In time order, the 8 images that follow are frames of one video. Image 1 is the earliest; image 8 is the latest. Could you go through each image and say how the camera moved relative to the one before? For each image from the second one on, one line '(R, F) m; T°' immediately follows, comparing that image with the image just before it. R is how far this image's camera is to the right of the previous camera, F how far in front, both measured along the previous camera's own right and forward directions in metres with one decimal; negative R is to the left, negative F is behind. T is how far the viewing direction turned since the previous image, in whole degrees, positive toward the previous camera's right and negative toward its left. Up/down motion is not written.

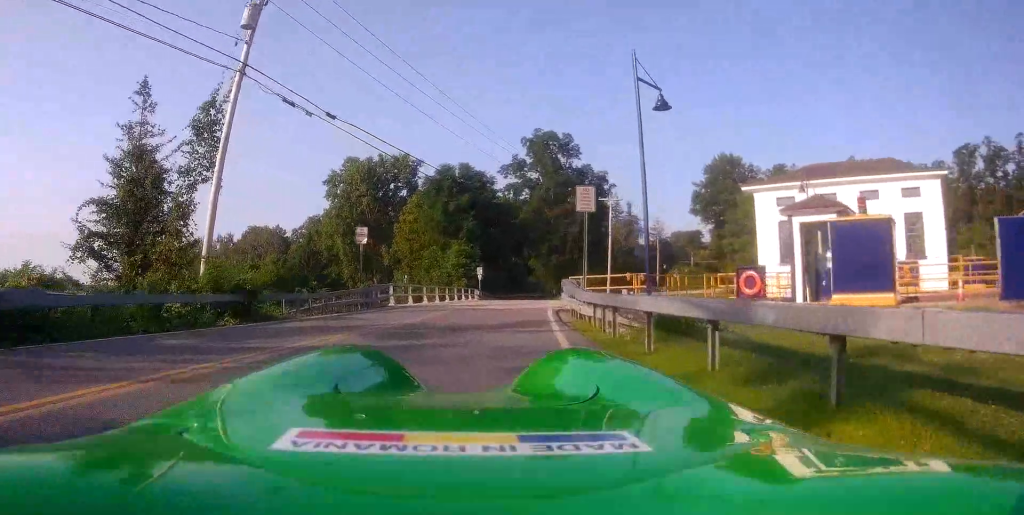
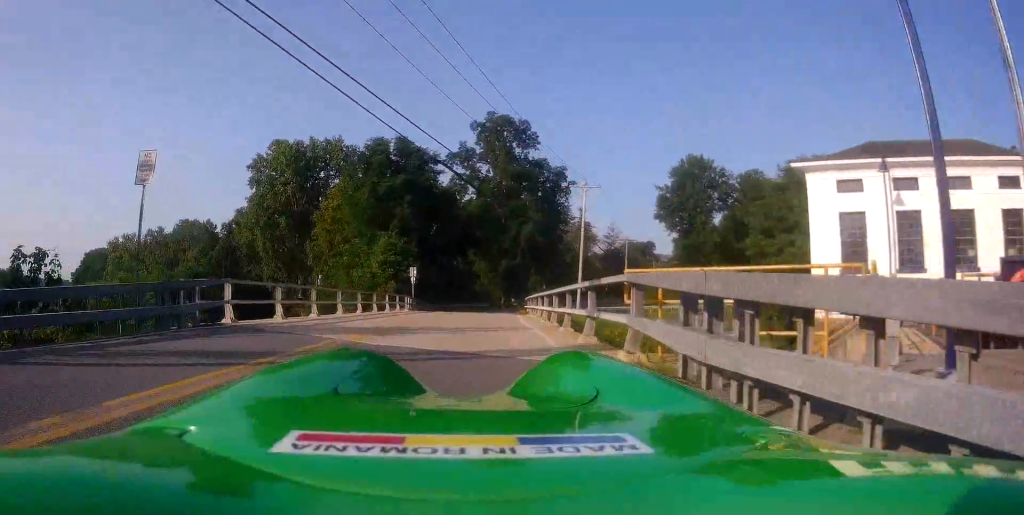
(+1.4, +13.2) m; +12°
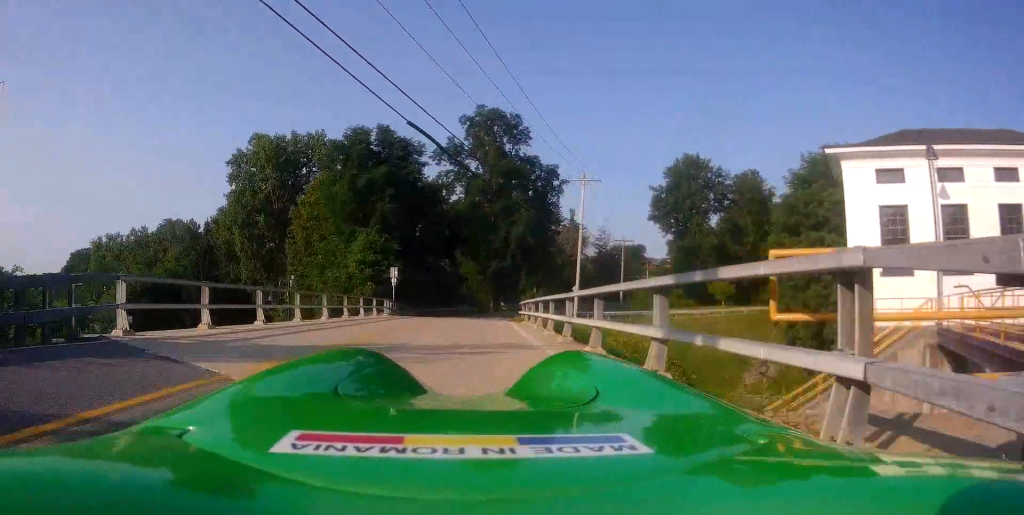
(+0.1, +4.2) m; +1°
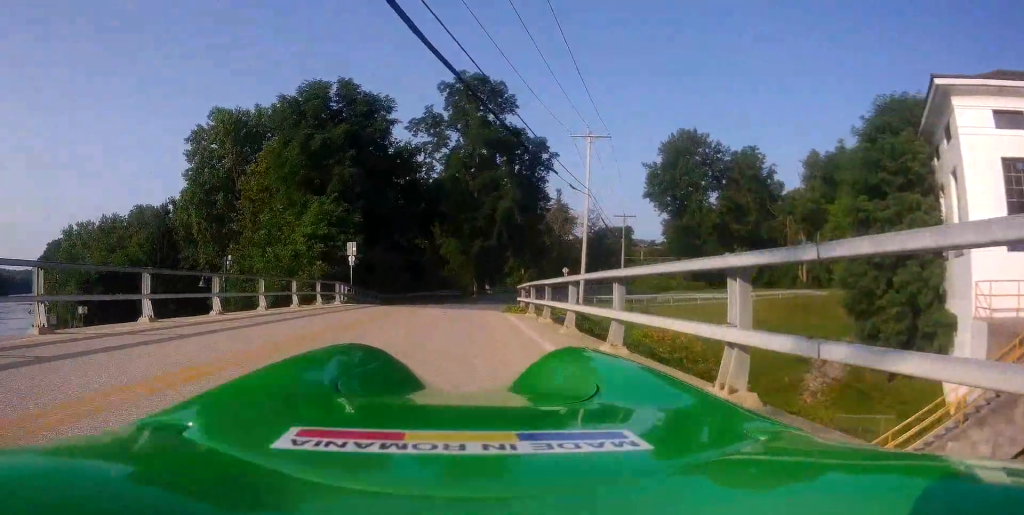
(-0.3, +9.0) m; +3°
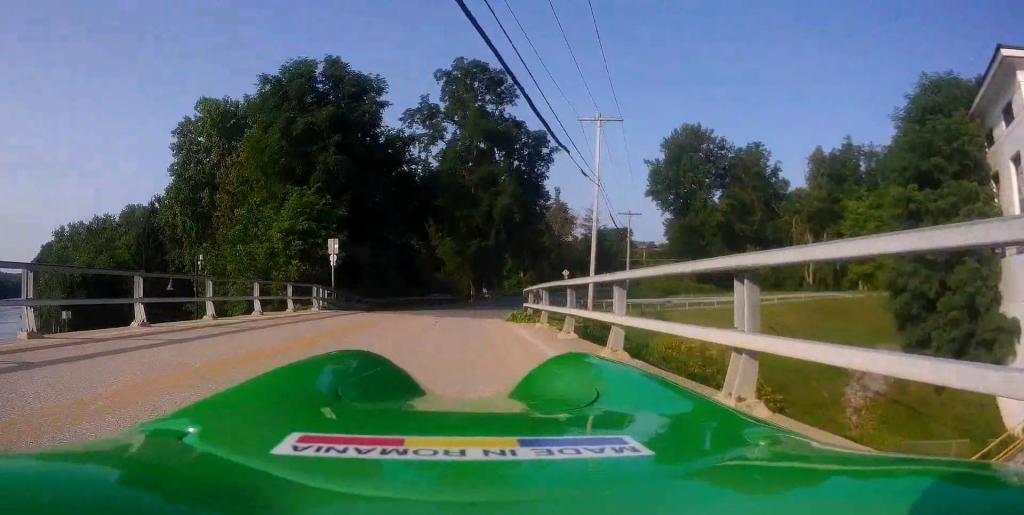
(-0.2, +3.5) m; +4°
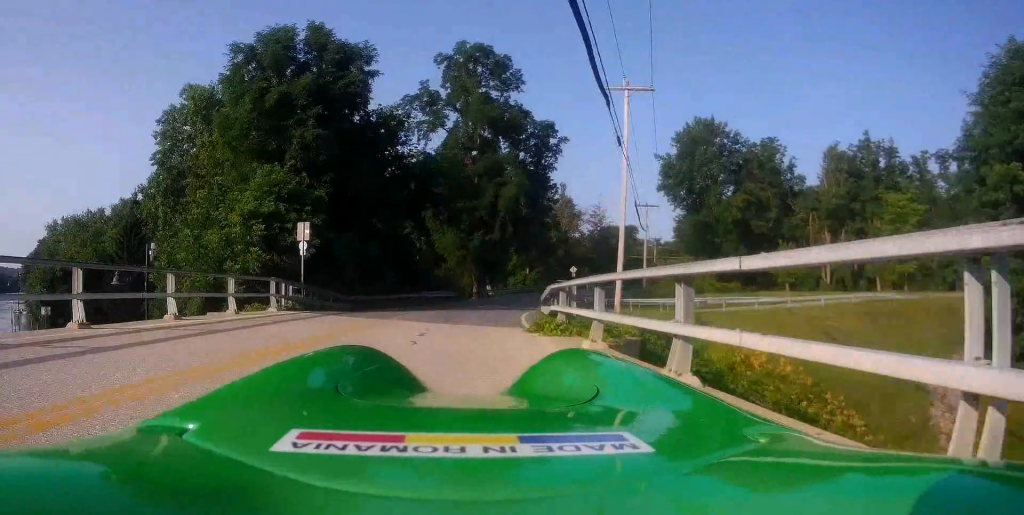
(+0.7, +5.4) m; +2°
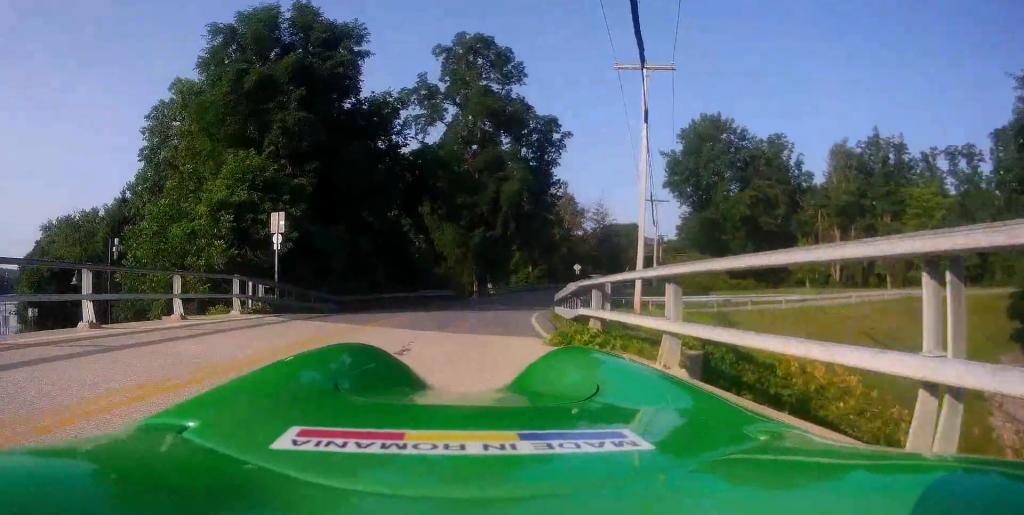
(+0.1, +3.3) m; 0°
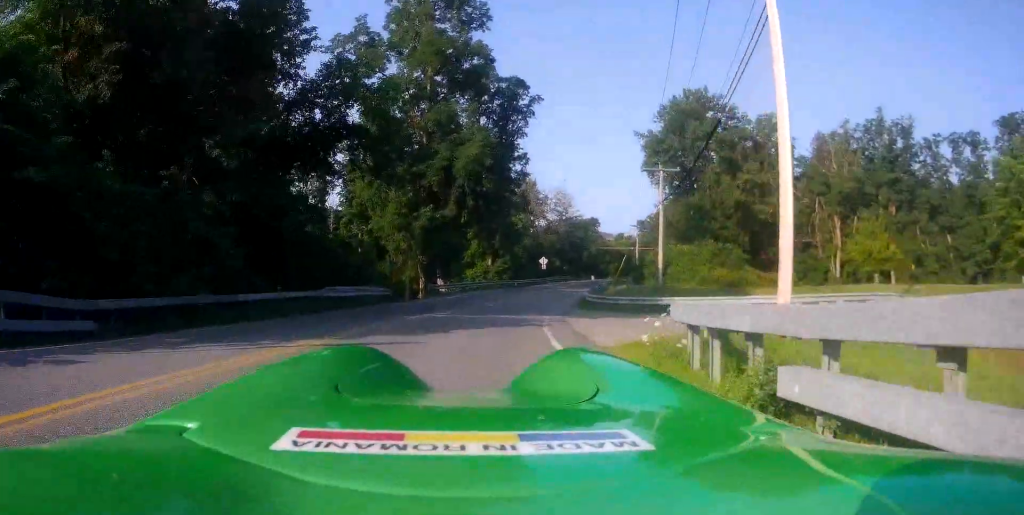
(-0.9, +13.4) m; -1°
